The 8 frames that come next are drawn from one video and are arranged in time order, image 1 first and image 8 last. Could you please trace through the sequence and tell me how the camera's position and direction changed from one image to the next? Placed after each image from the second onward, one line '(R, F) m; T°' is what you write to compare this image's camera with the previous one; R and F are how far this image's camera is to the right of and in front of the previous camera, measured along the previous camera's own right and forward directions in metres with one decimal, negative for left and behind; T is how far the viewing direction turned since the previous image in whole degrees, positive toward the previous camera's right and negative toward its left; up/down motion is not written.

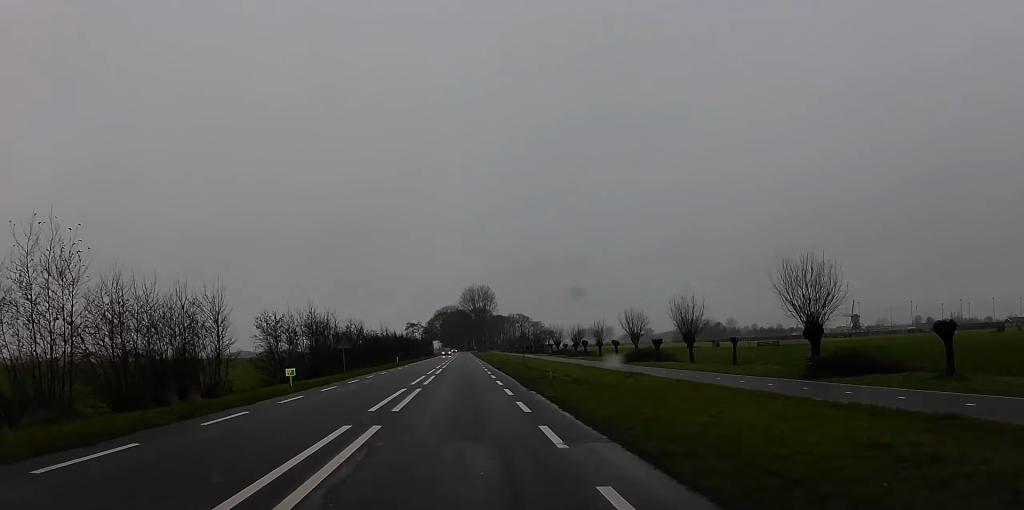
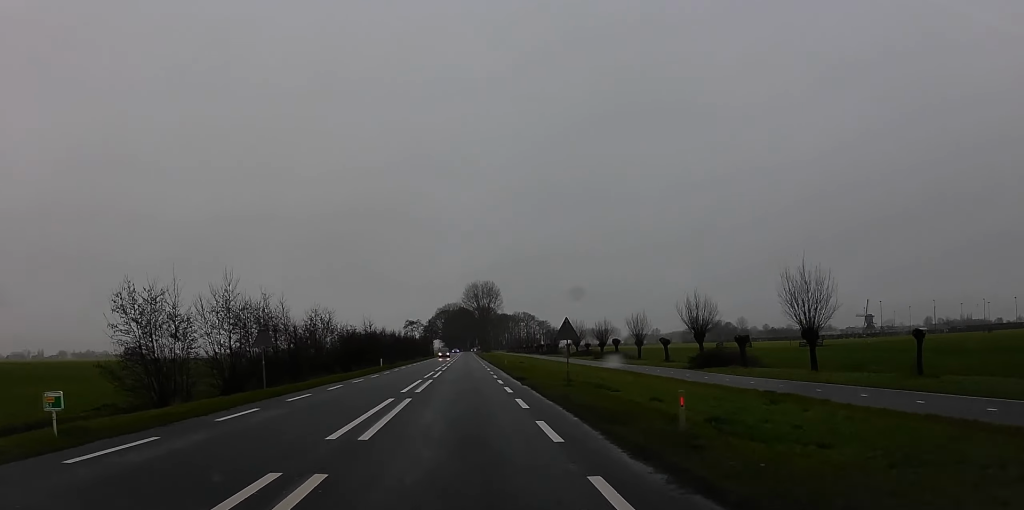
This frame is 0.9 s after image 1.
(+0.5, +17.8) m; +1°
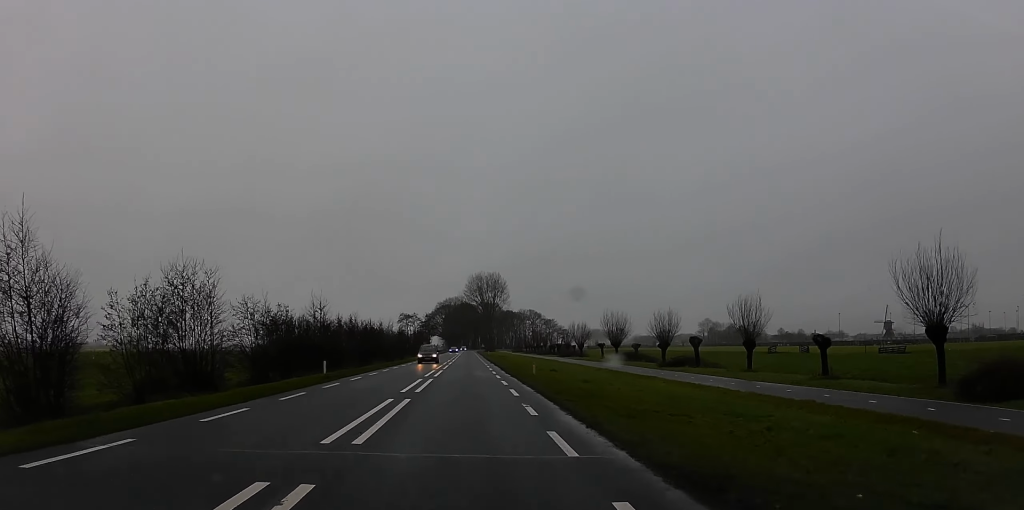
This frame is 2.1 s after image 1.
(-0.1, +25.3) m; -1°
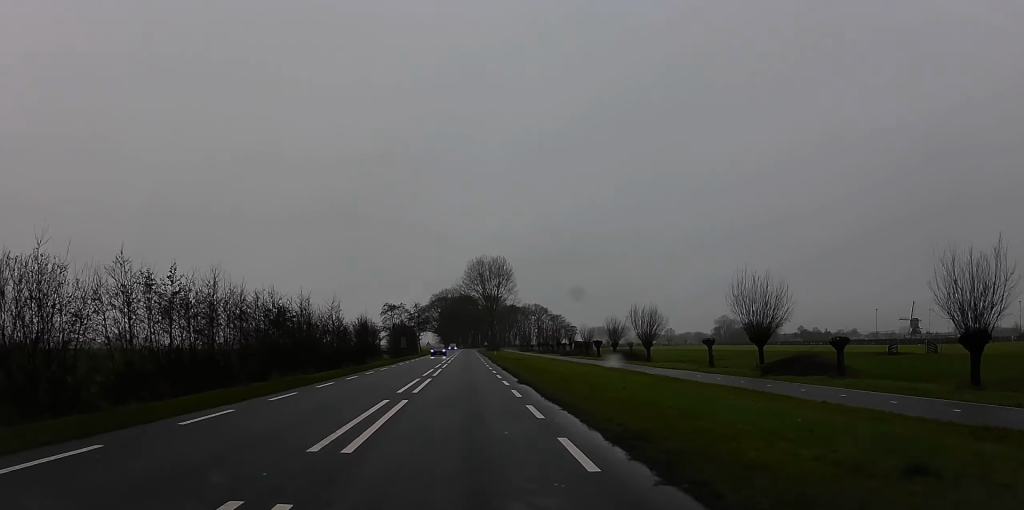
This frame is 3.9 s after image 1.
(-0.3, +36.7) m; 0°
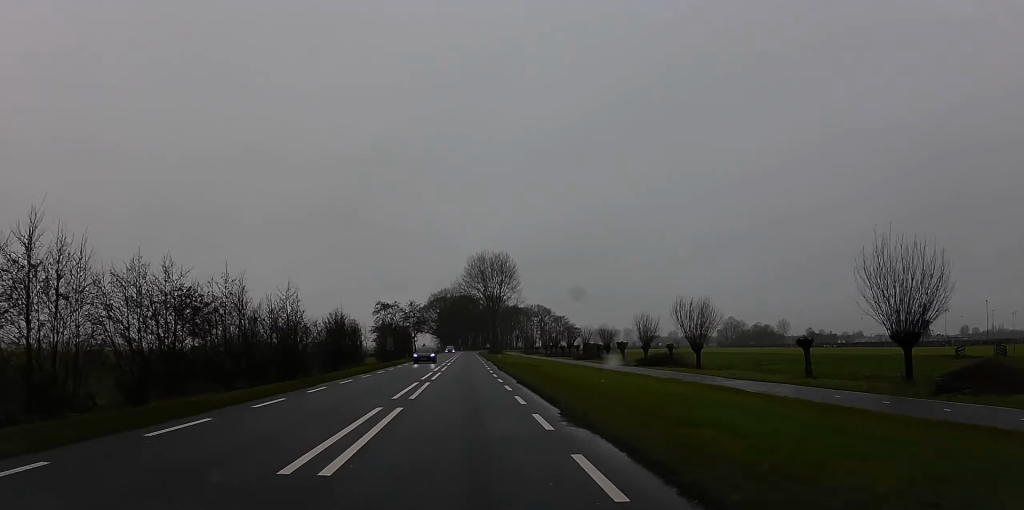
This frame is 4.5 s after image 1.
(0.0, +13.5) m; 0°
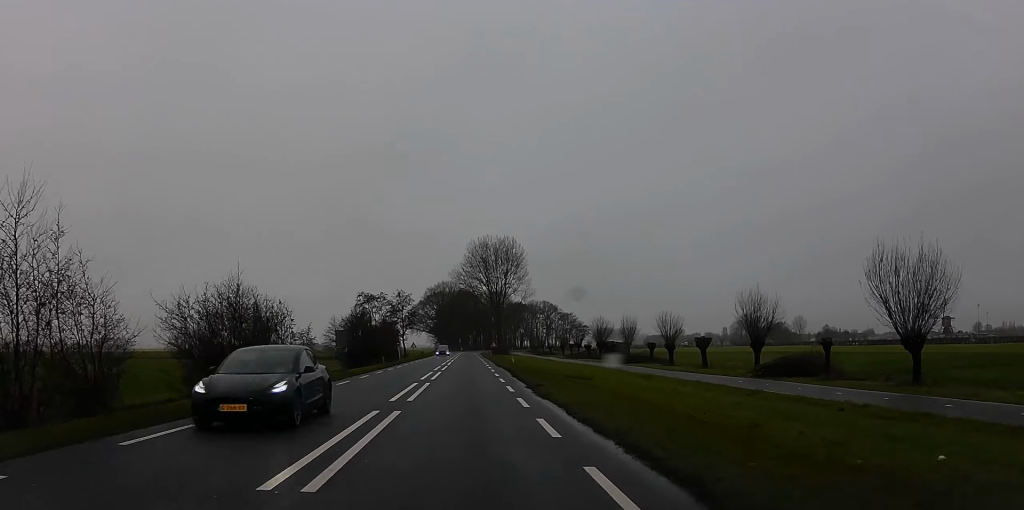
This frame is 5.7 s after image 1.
(+0.1, +24.9) m; 0°
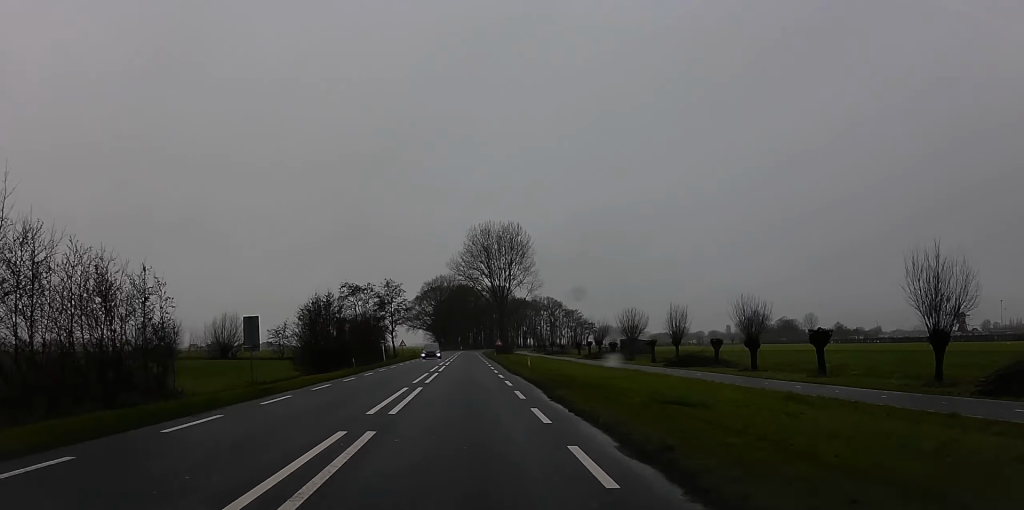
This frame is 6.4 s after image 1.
(-0.1, +16.4) m; 0°
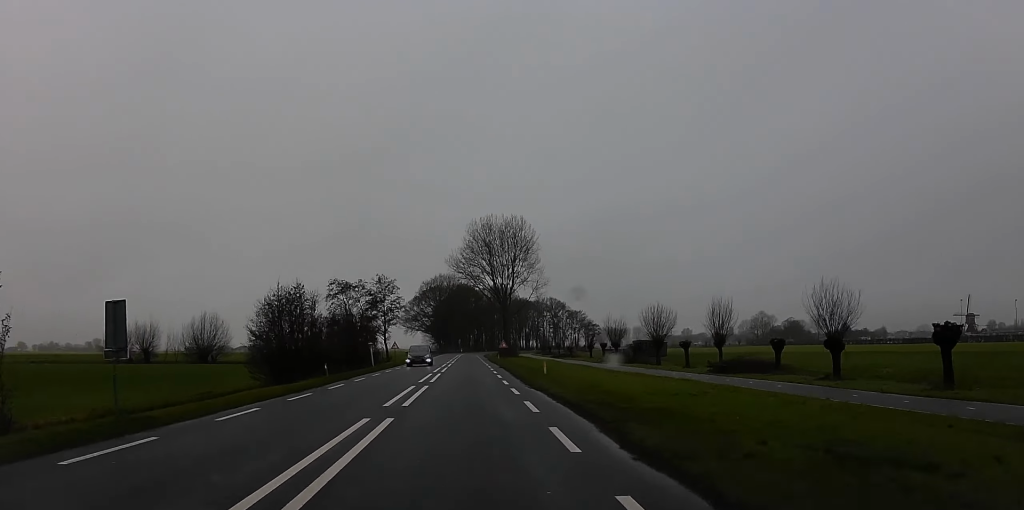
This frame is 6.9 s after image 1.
(+0.1, +9.5) m; 0°
